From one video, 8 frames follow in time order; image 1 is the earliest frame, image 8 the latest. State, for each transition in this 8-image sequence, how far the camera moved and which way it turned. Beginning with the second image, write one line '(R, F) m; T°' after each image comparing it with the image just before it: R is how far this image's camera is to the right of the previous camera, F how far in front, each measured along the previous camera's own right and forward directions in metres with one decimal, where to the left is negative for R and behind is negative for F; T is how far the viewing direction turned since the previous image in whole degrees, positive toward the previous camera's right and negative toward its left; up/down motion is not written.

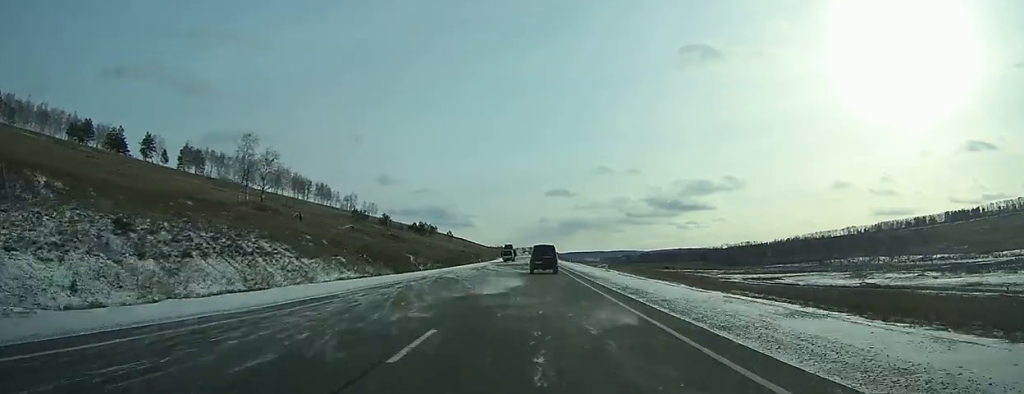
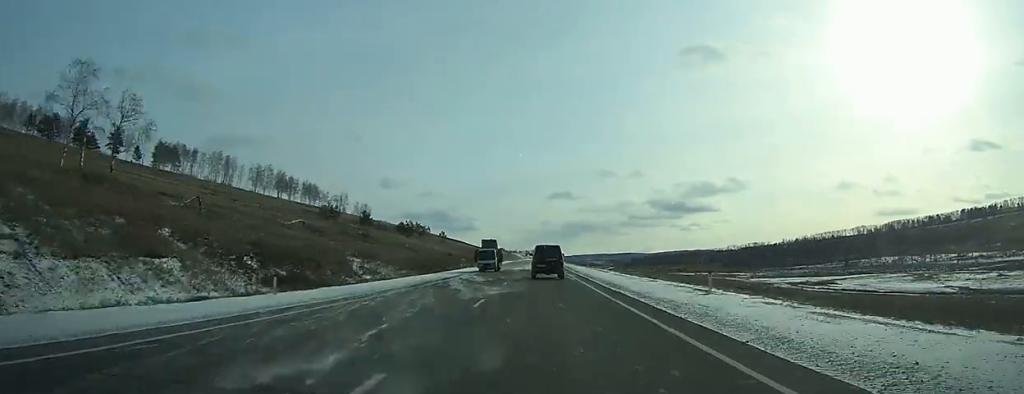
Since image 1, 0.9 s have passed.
(0.0, +27.4) m; 0°
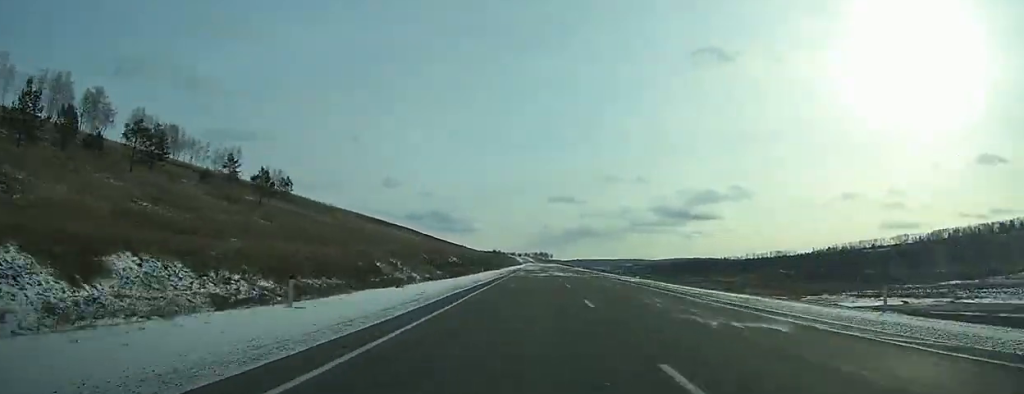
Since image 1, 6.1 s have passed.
(-1.6, +149.9) m; 0°
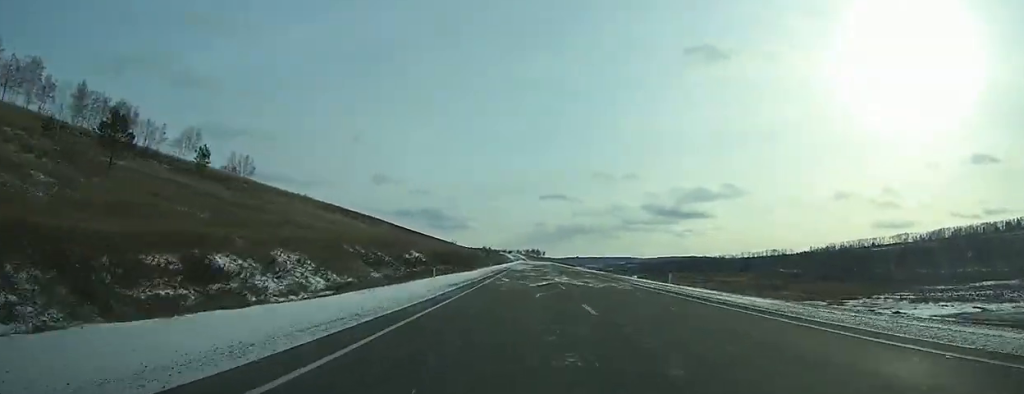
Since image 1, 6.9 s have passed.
(+0.1, +26.9) m; 0°
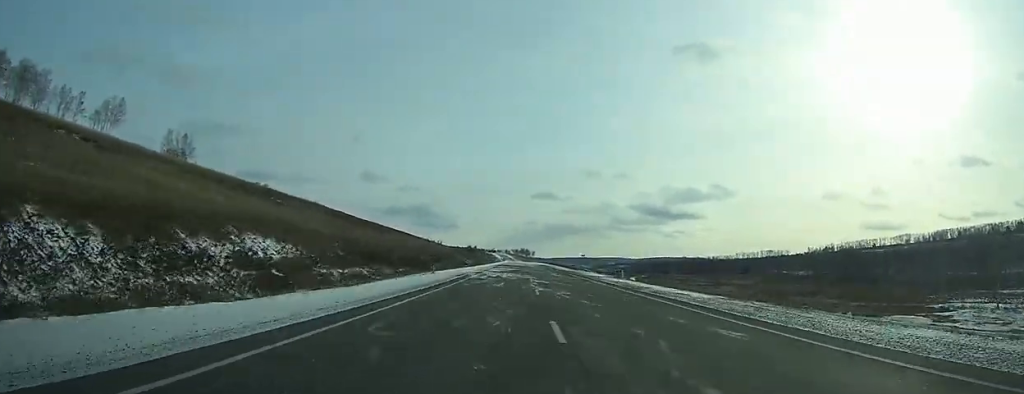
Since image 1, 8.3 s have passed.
(+0.4, +41.3) m; 0°
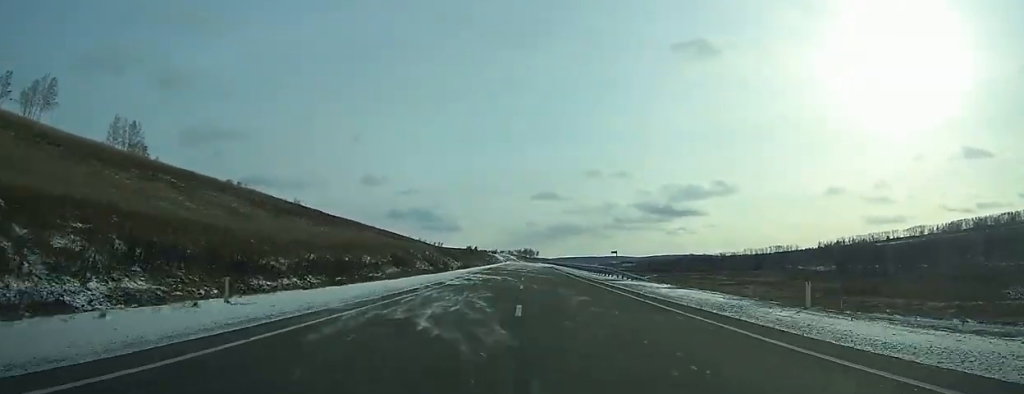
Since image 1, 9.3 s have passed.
(0.0, +32.2) m; 0°
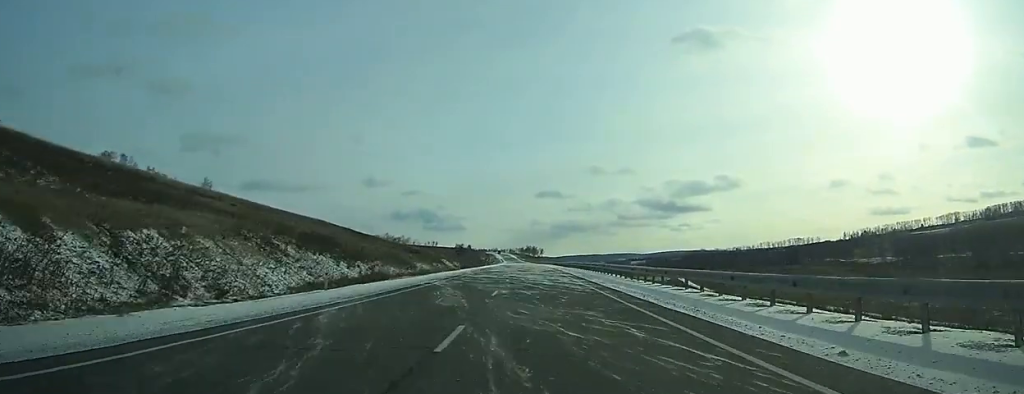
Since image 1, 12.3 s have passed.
(-0.1, +87.2) m; 0°
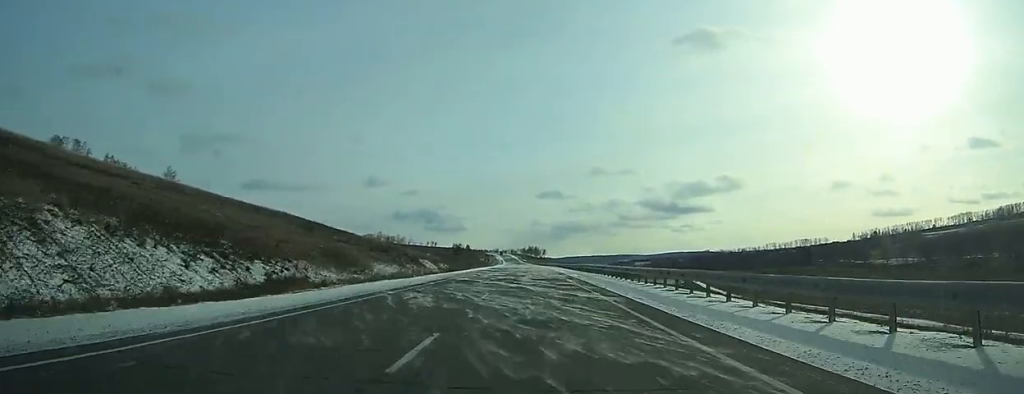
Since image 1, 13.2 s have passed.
(0.0, +24.7) m; 0°
